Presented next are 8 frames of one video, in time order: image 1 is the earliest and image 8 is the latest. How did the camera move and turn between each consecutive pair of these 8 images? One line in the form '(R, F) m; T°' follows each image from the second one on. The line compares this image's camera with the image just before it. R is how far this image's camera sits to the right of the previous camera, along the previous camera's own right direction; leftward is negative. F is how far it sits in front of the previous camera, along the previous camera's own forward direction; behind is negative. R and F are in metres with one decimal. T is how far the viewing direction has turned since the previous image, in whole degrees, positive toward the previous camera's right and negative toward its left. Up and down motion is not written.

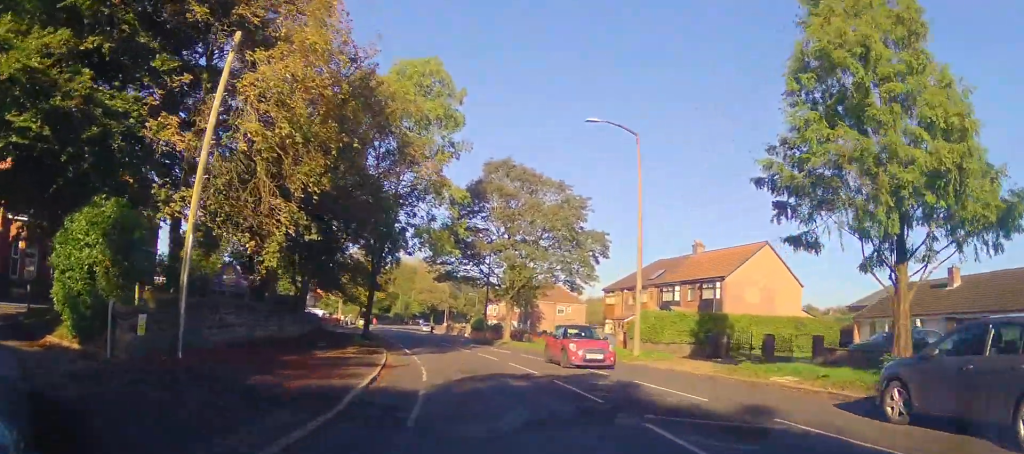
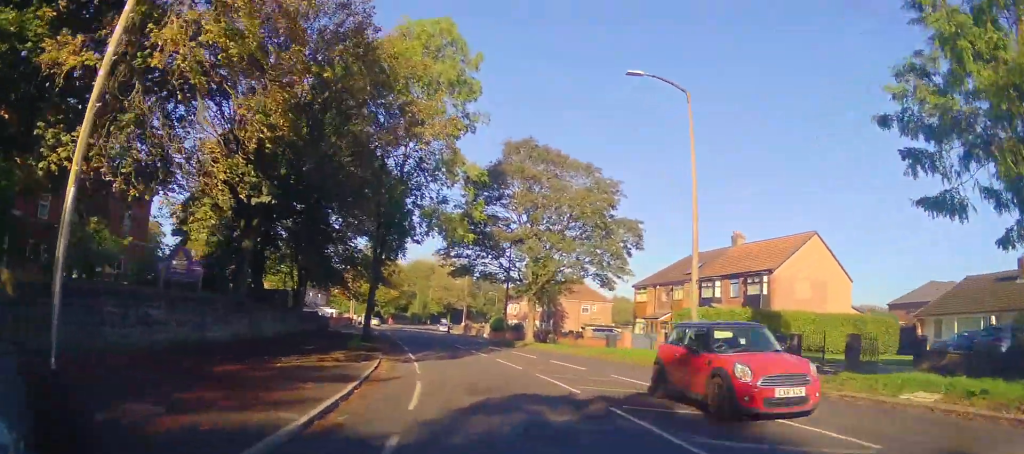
(-0.1, +4.8) m; -2°
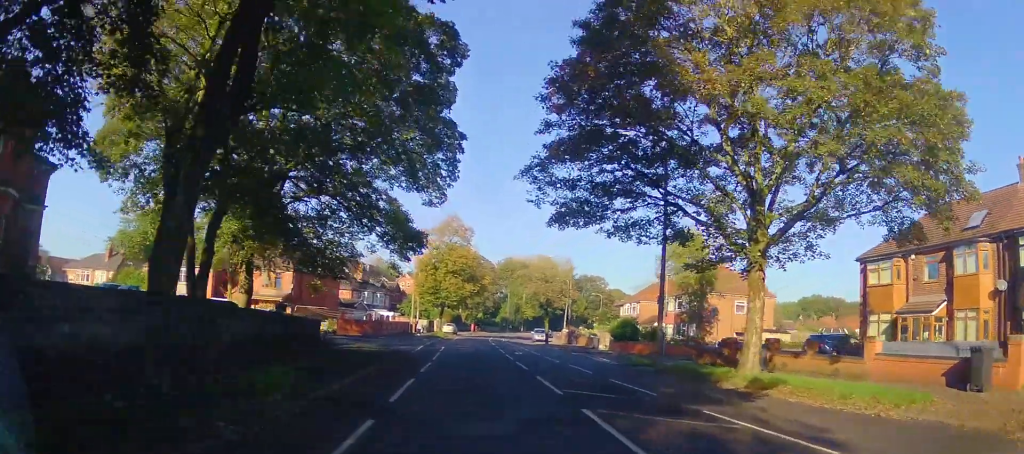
(-2.2, +23.3) m; -11°
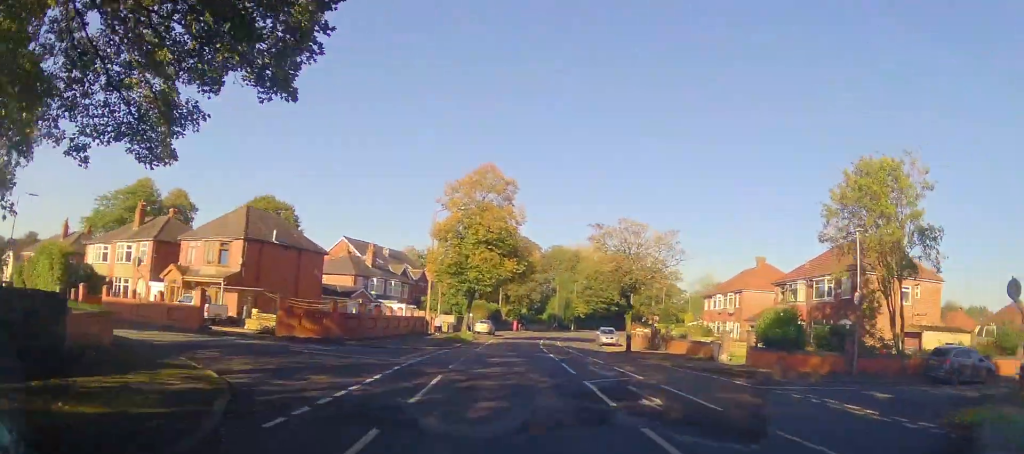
(-1.0, +19.2) m; -4°
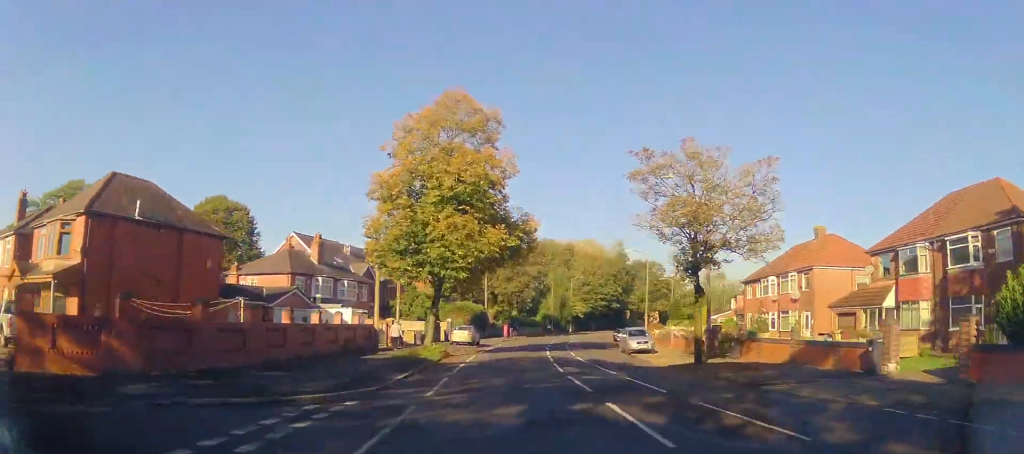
(-0.2, +15.1) m; -2°
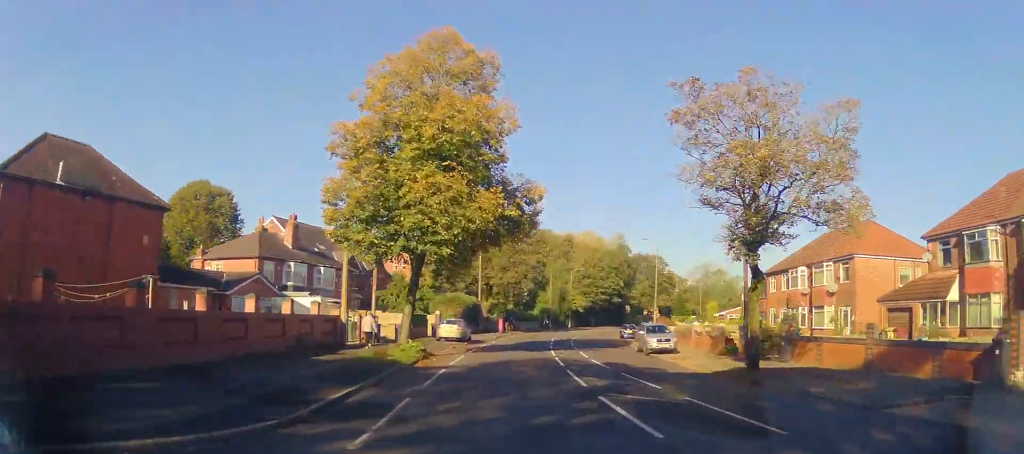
(+0.2, +5.6) m; -1°
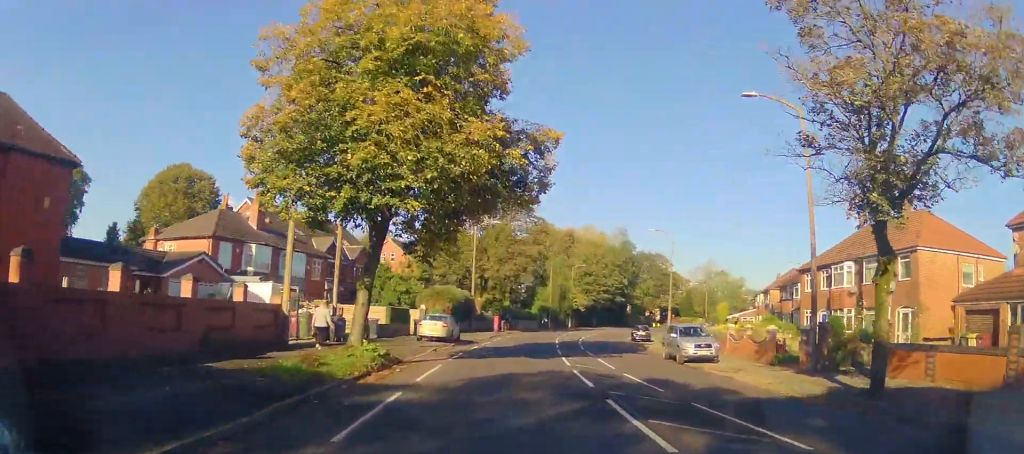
(-0.3, +6.5) m; +1°
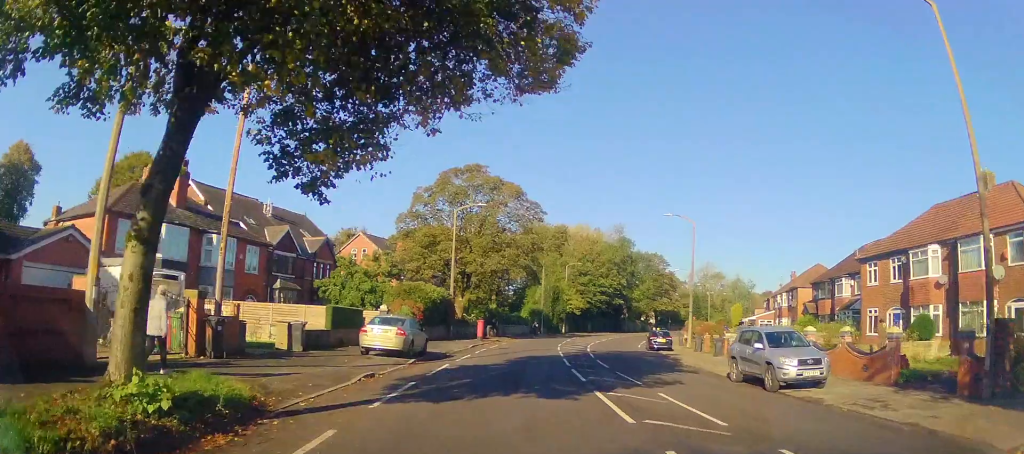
(0.0, +9.5) m; +2°
